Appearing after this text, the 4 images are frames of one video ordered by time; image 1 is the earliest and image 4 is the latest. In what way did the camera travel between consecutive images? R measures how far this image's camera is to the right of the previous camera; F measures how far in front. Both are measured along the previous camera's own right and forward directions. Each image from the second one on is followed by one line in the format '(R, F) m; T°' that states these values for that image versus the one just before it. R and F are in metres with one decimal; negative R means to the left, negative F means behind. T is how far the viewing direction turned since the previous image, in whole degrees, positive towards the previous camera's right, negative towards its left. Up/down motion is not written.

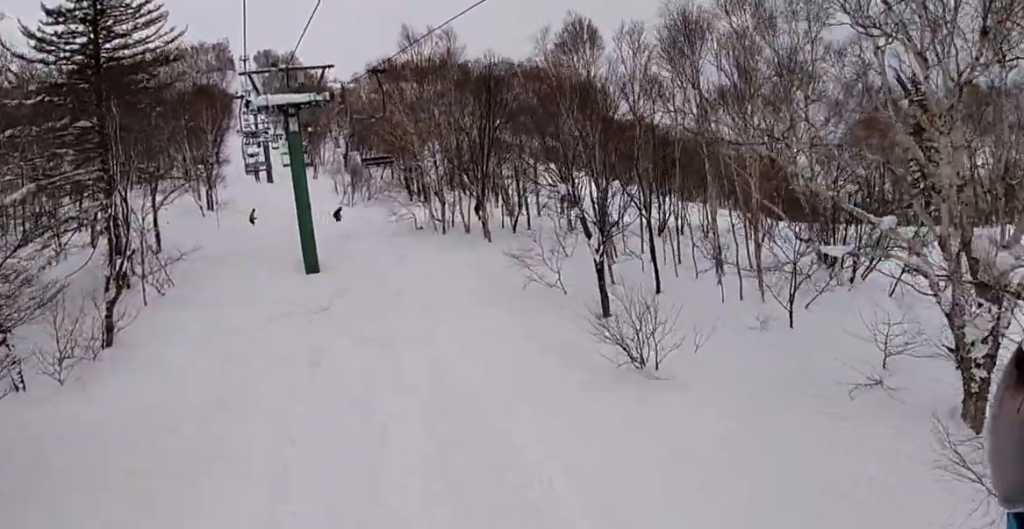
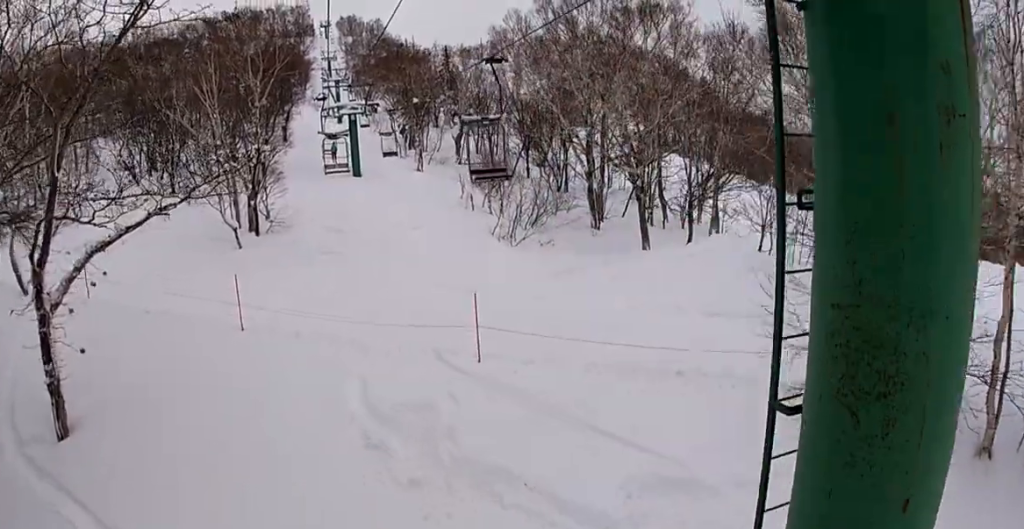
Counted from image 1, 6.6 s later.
(+1.0, +25.1) m; 0°
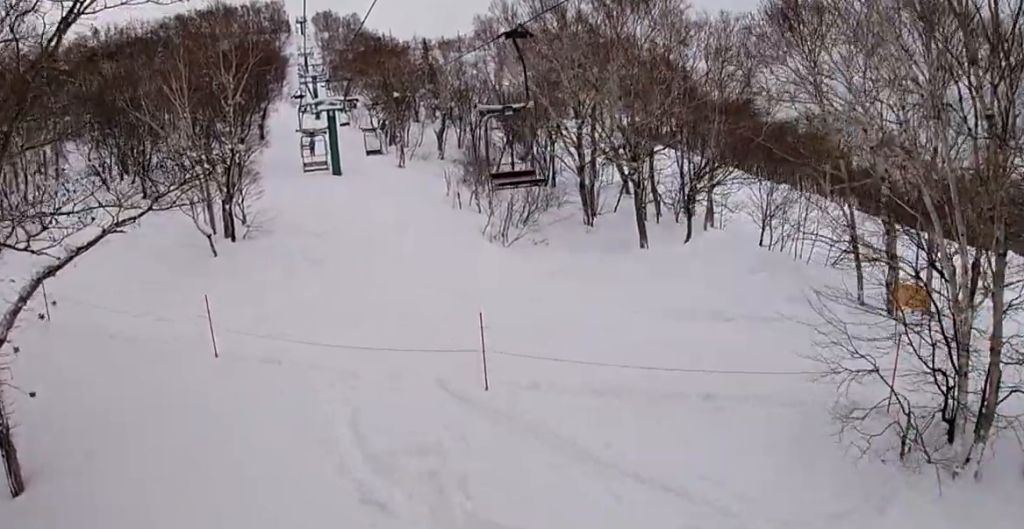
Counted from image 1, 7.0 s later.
(-0.3, +1.8) m; -1°
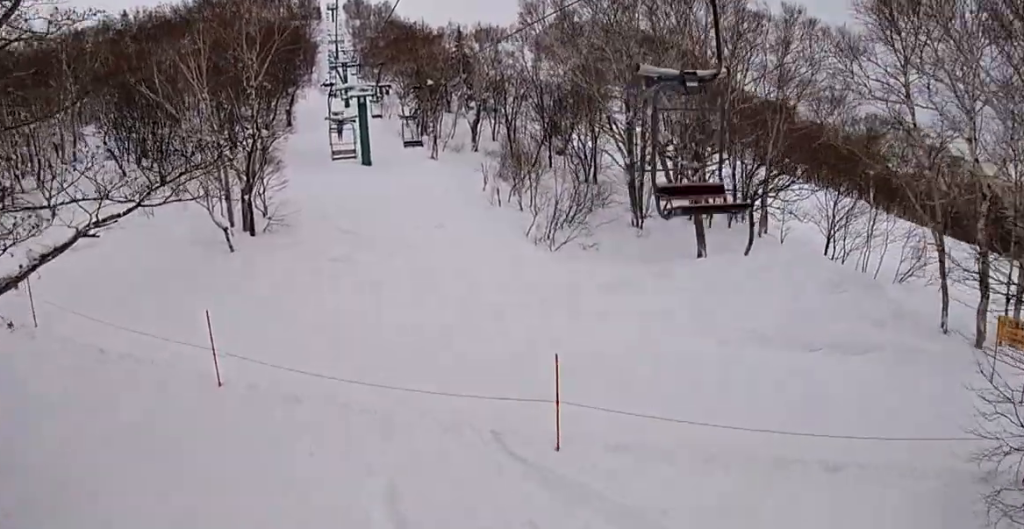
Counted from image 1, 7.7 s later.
(-0.8, +2.8) m; -4°
